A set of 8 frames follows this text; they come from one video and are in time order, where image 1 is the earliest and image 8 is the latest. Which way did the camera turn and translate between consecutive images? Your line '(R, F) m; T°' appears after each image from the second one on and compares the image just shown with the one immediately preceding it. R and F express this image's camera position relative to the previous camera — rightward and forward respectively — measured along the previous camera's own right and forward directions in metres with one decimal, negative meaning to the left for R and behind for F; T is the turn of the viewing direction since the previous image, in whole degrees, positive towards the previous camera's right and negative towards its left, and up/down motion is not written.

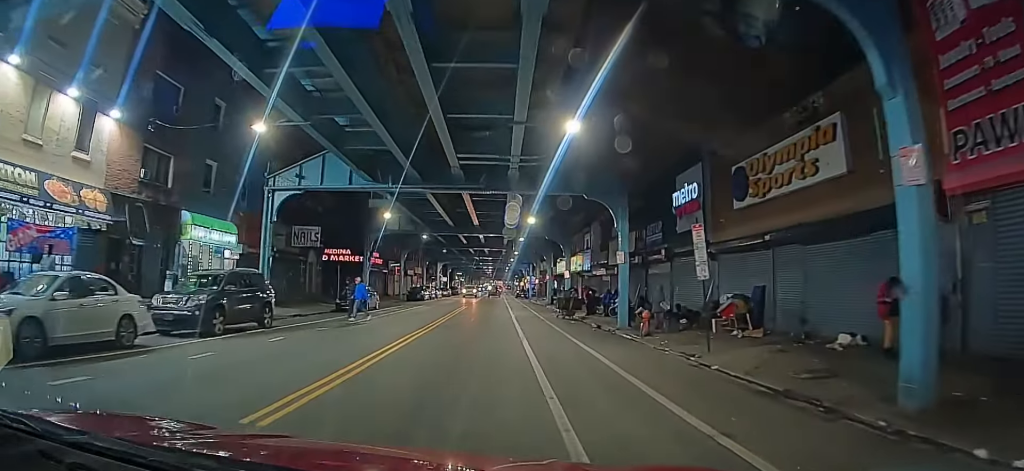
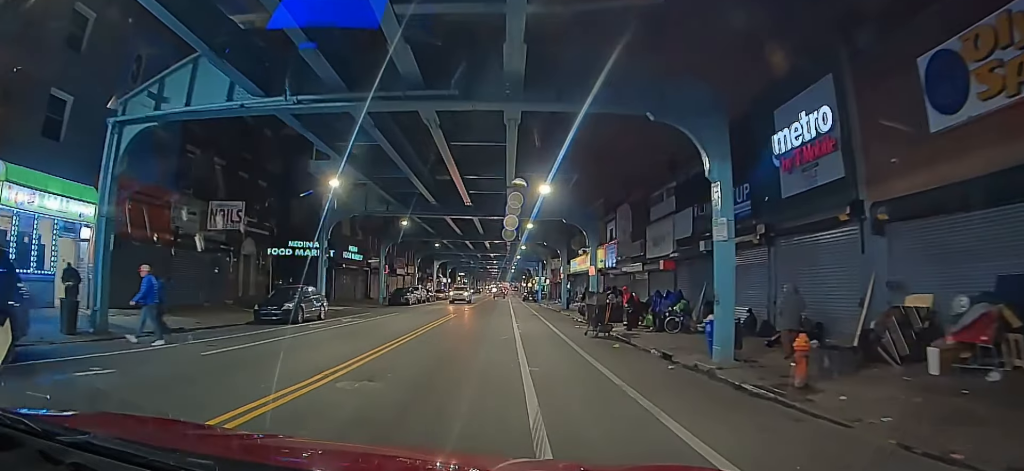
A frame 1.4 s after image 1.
(-0.1, +9.9) m; 0°
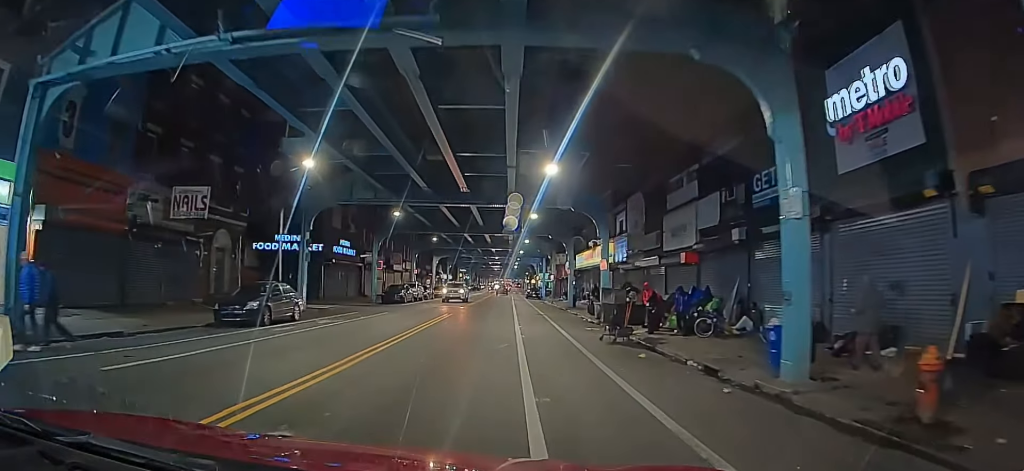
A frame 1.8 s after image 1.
(0.0, +3.3) m; -1°
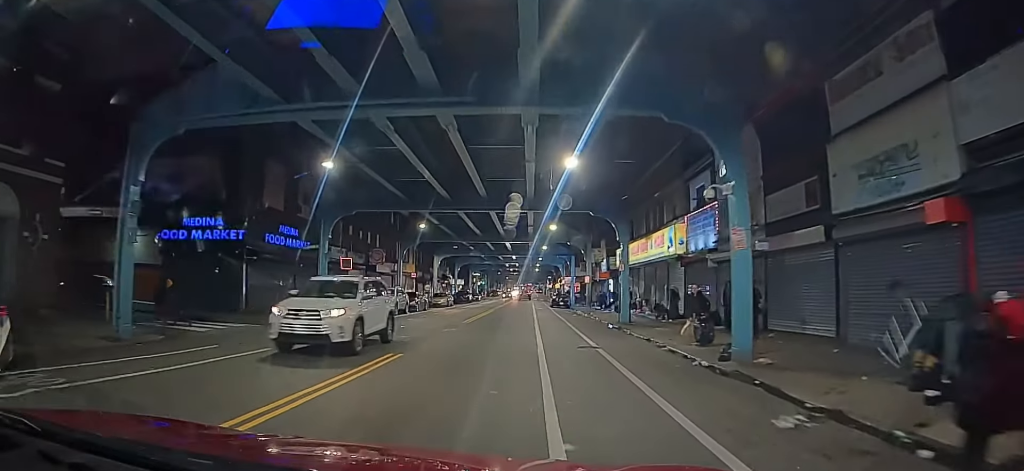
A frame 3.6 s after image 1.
(-0.6, +14.6) m; -5°
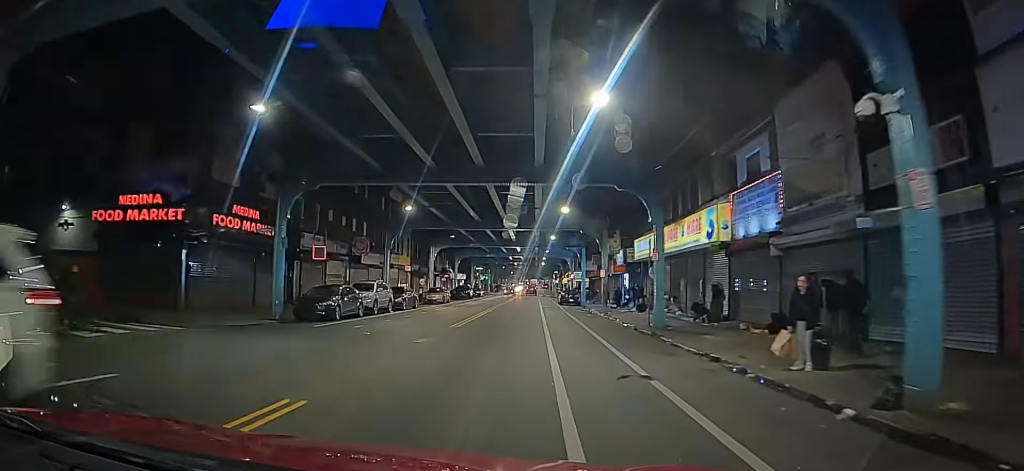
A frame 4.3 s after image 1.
(-0.2, +5.3) m; 0°
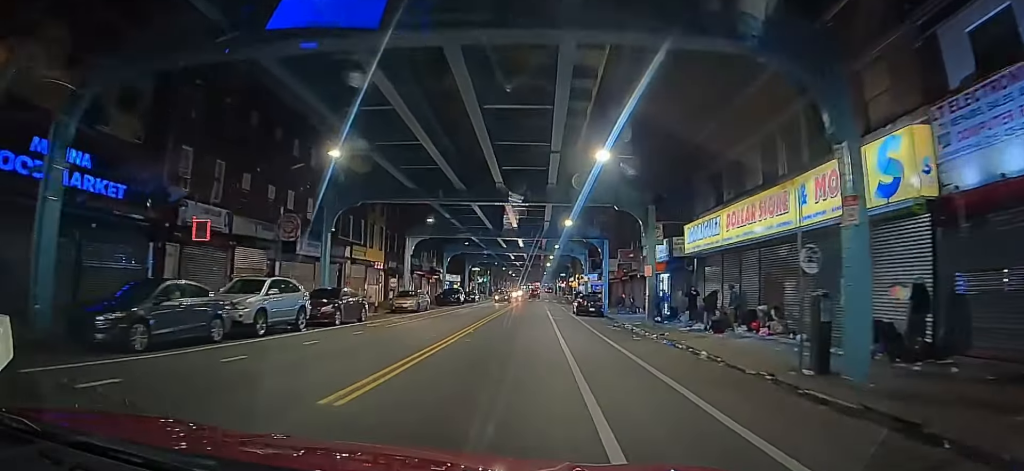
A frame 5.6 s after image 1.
(+0.5, +12.3) m; +4°
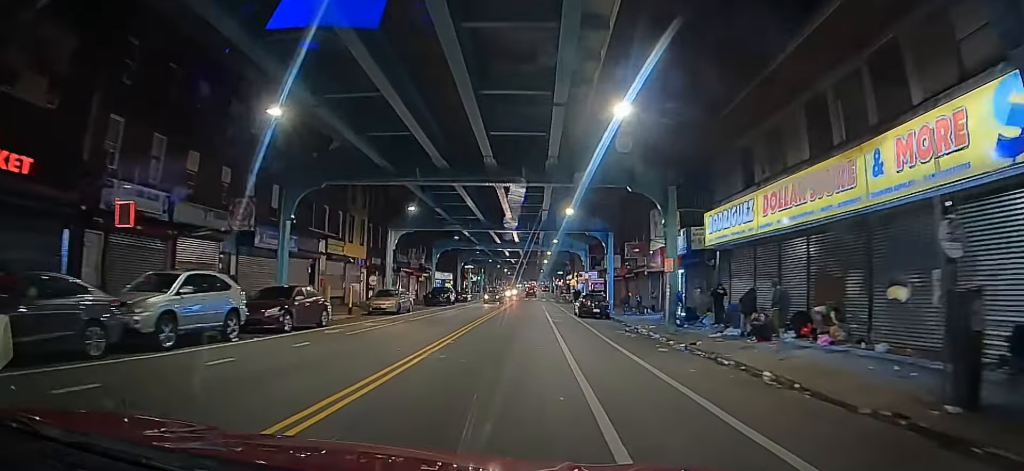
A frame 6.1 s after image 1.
(+0.1, +4.1) m; 0°
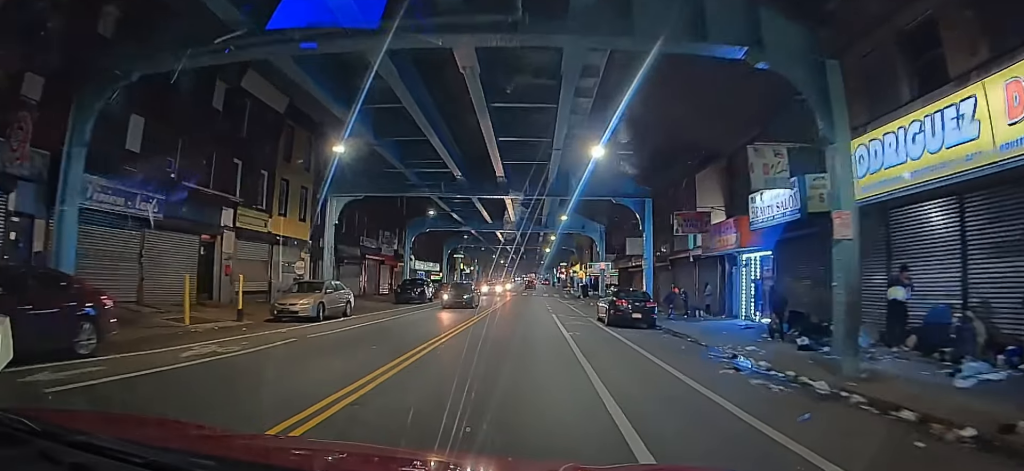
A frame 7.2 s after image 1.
(-0.1, +11.4) m; -2°
